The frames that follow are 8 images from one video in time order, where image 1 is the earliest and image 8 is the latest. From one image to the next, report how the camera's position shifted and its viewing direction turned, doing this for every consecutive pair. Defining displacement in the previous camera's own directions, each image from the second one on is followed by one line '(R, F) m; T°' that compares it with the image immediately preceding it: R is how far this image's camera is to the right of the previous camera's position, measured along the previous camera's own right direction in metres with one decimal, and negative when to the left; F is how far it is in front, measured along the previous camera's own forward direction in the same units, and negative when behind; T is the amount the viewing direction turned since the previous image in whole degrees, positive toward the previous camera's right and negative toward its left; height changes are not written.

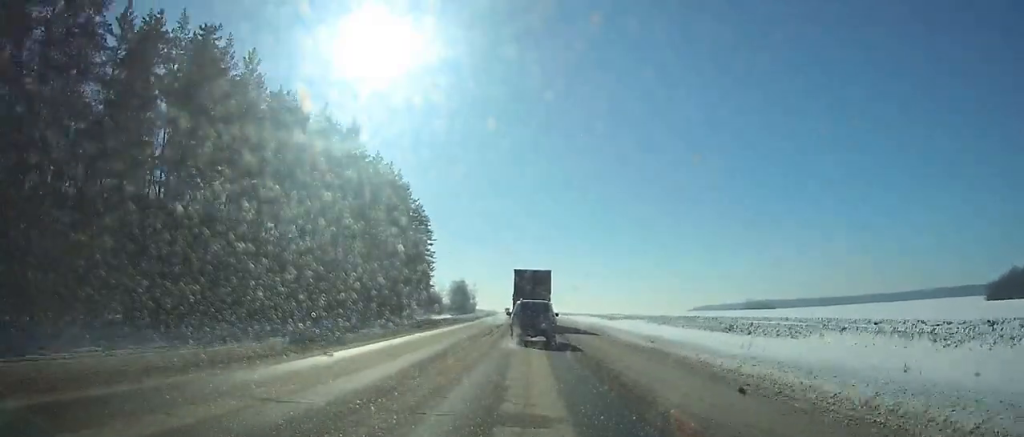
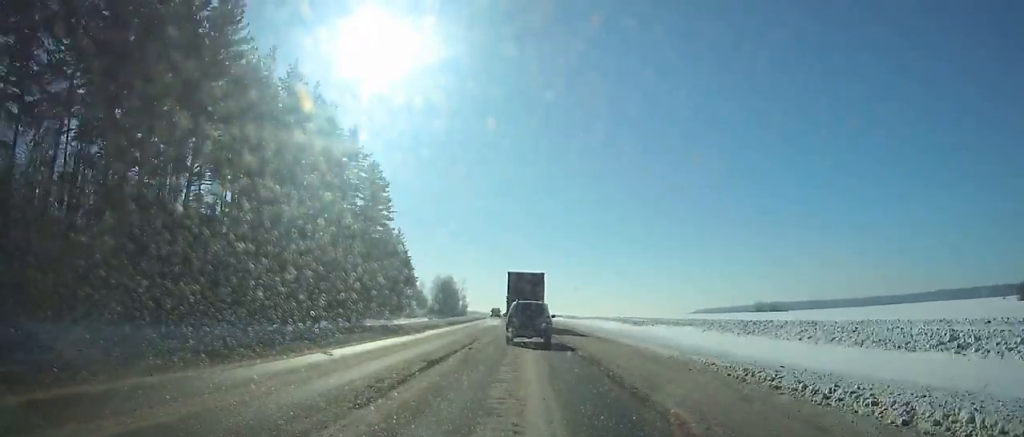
(-0.1, +30.3) m; 0°
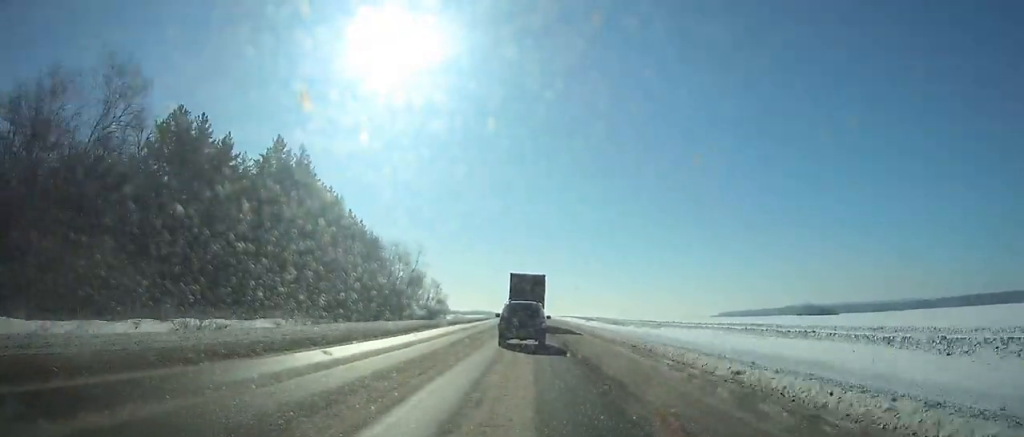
(-0.2, +80.4) m; 0°
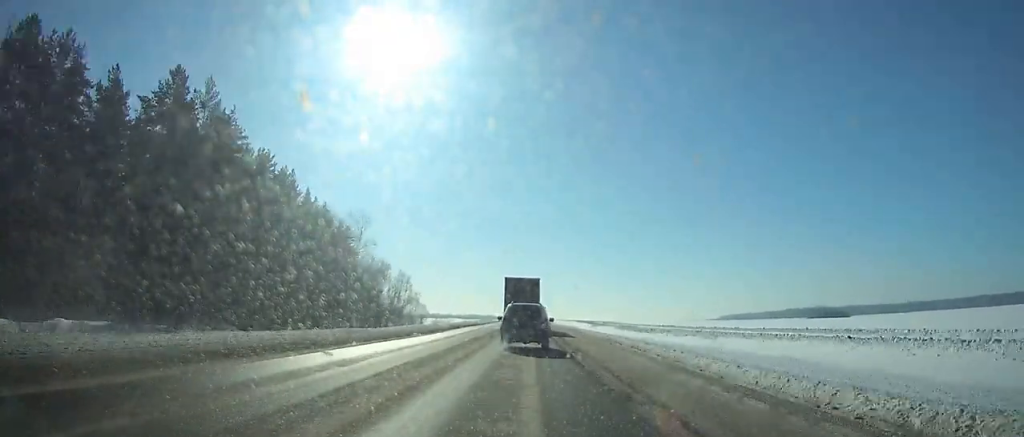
(0.0, +25.9) m; 0°
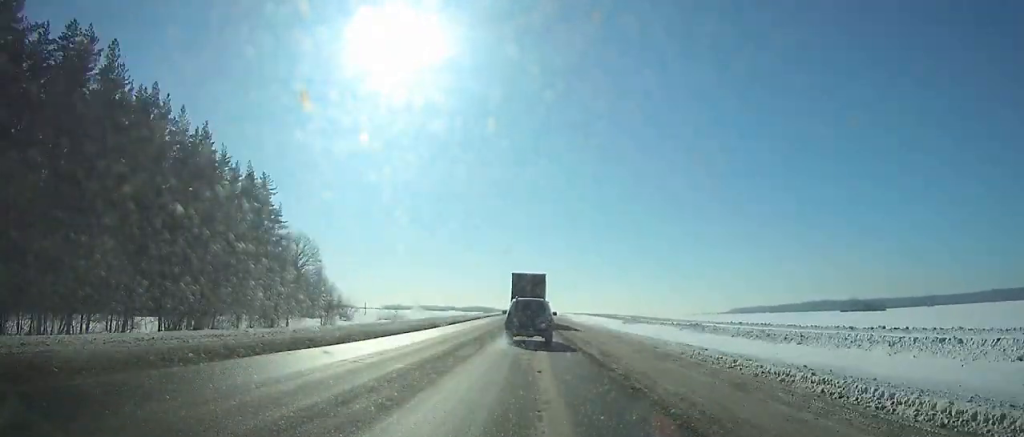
(-0.2, +50.2) m; 0°
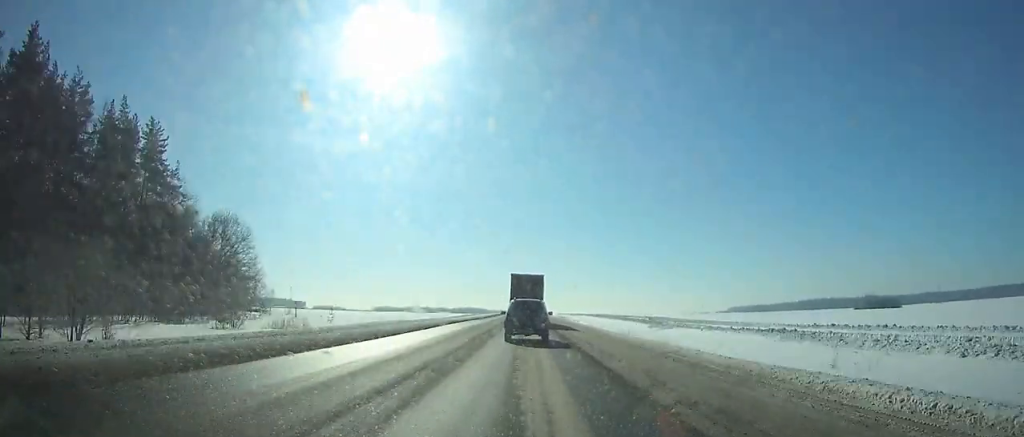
(-0.2, +31.2) m; 0°
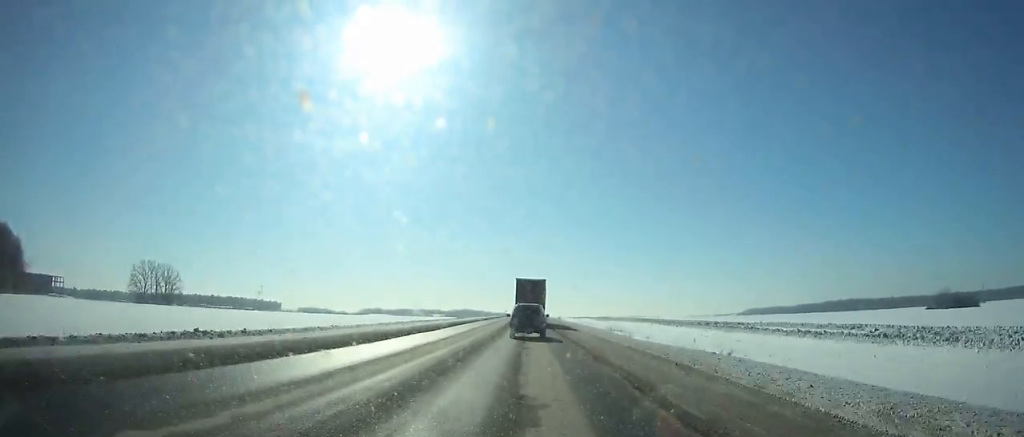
(+0.4, +85.5) m; 0°
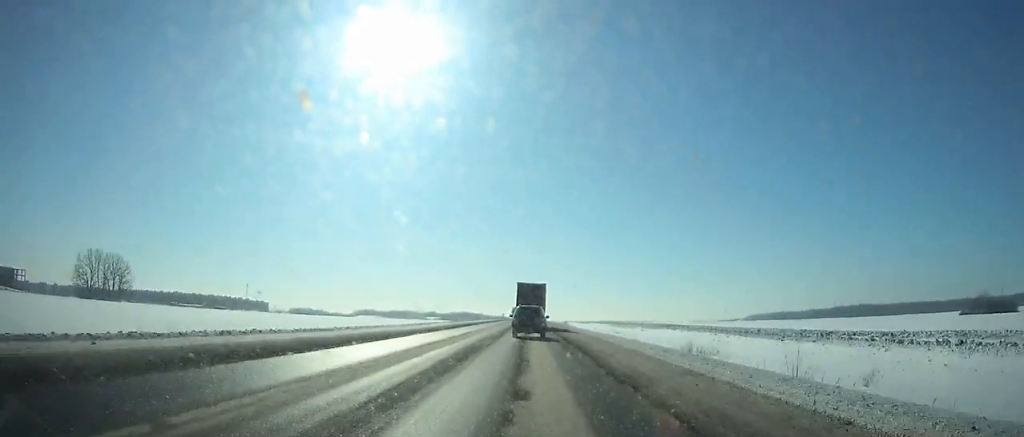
(-0.1, +33.4) m; 0°
